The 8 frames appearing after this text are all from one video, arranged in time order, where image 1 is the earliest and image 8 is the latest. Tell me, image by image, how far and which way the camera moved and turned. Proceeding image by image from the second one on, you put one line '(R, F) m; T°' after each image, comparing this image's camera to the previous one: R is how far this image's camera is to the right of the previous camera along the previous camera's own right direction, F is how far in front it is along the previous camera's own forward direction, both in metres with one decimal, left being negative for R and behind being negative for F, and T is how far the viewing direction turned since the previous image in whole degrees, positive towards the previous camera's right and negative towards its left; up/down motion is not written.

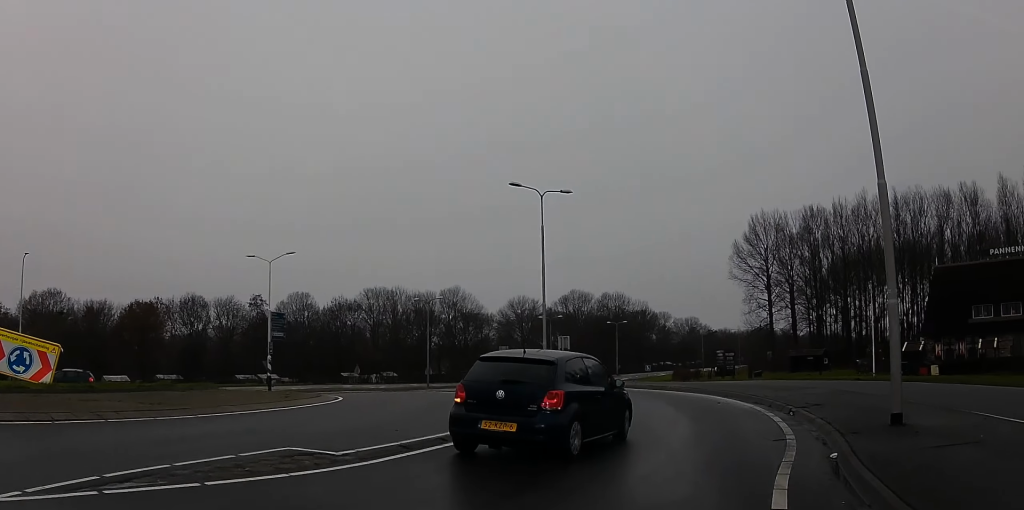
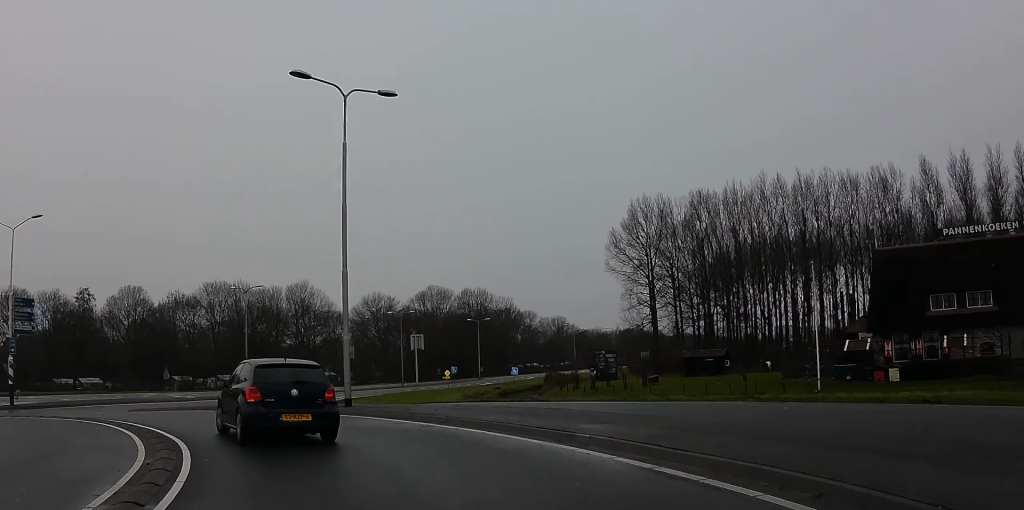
(+1.0, +14.7) m; +2°
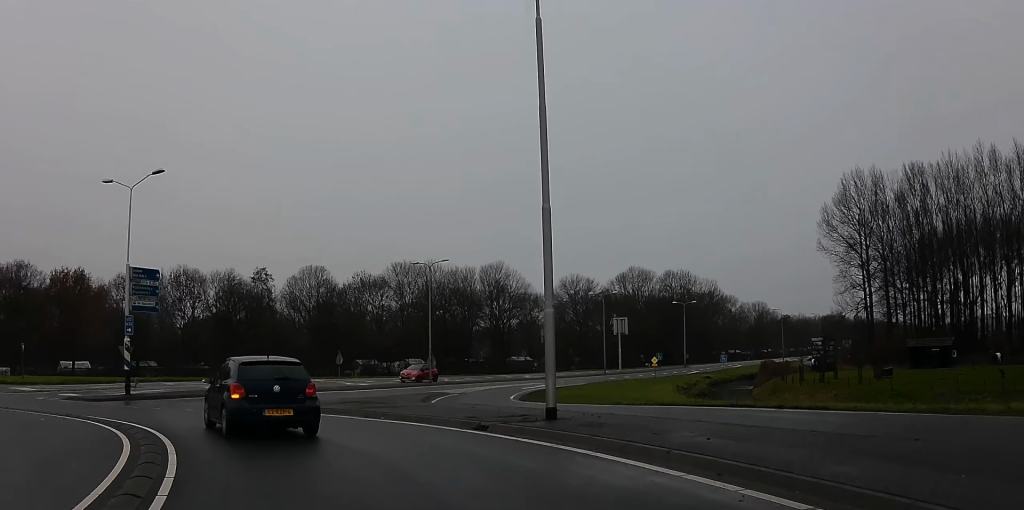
(-0.2, +7.9) m; -9°
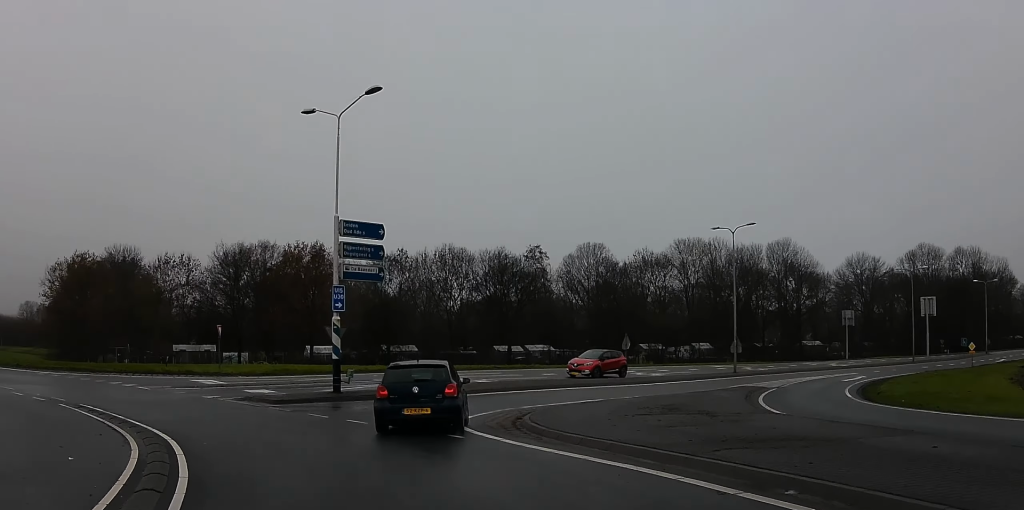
(-1.6, +9.8) m; -39°
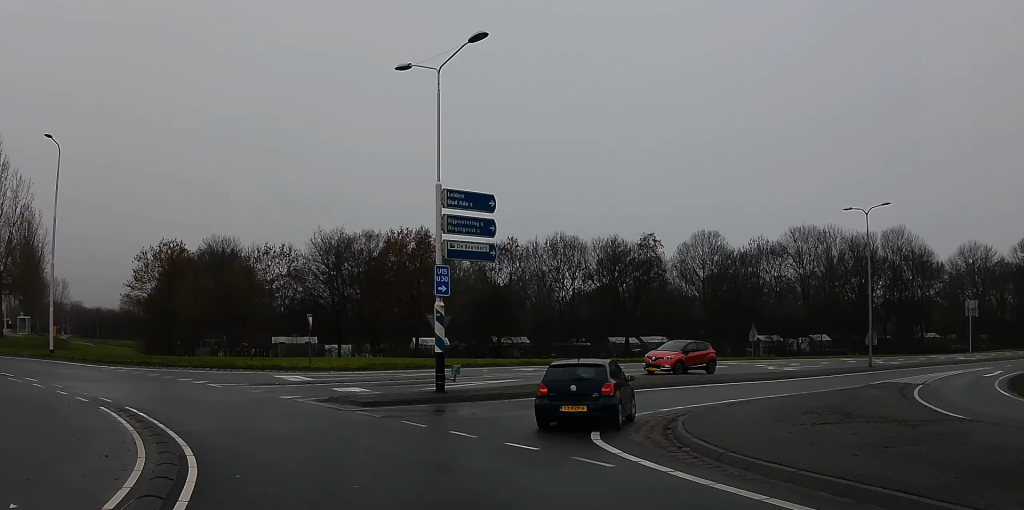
(-1.2, +3.0) m; -13°
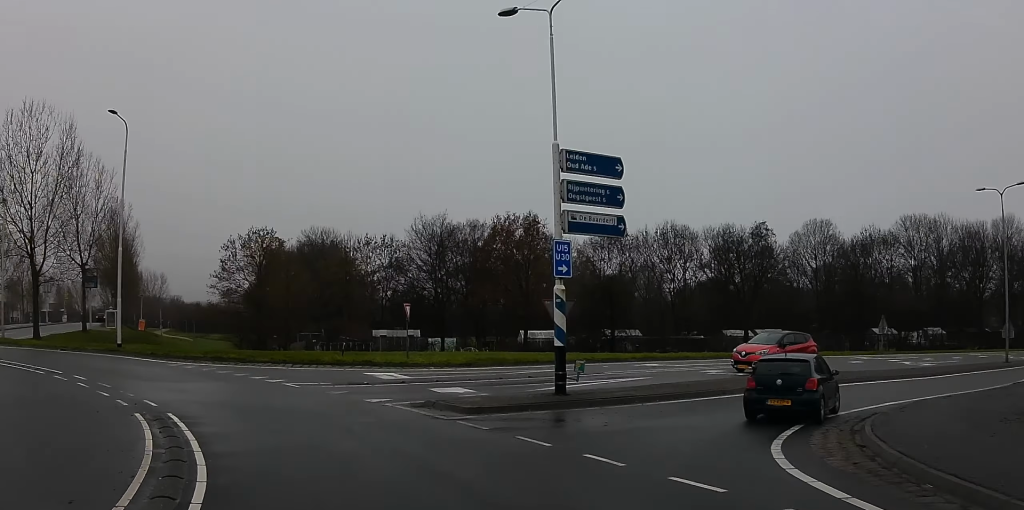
(-1.0, +3.3) m; -12°
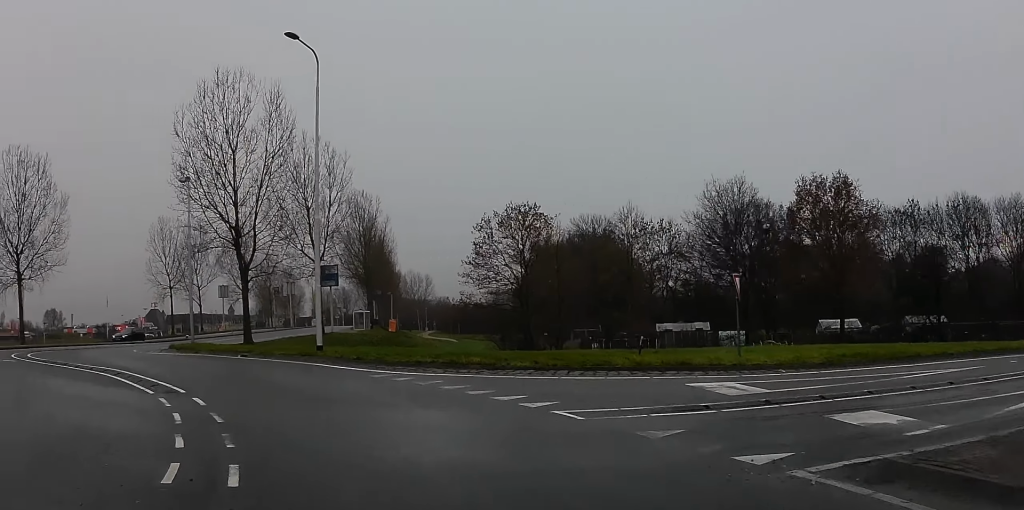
(-0.8, +8.7) m; -5°
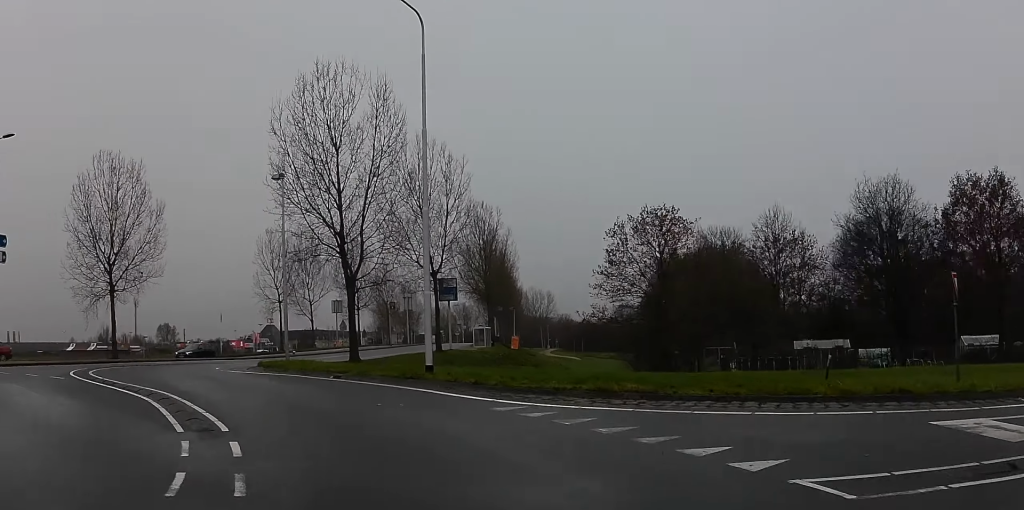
(0.0, +3.8) m; 0°
